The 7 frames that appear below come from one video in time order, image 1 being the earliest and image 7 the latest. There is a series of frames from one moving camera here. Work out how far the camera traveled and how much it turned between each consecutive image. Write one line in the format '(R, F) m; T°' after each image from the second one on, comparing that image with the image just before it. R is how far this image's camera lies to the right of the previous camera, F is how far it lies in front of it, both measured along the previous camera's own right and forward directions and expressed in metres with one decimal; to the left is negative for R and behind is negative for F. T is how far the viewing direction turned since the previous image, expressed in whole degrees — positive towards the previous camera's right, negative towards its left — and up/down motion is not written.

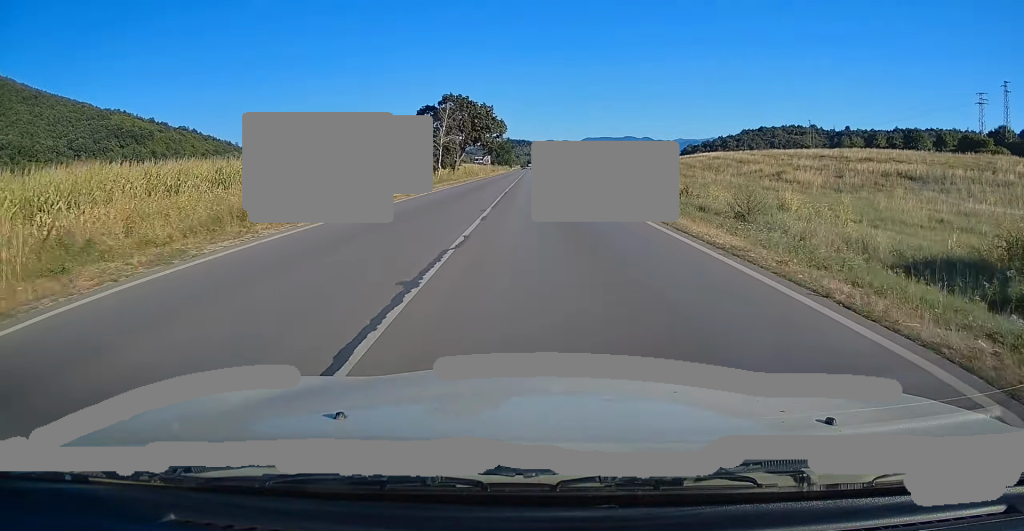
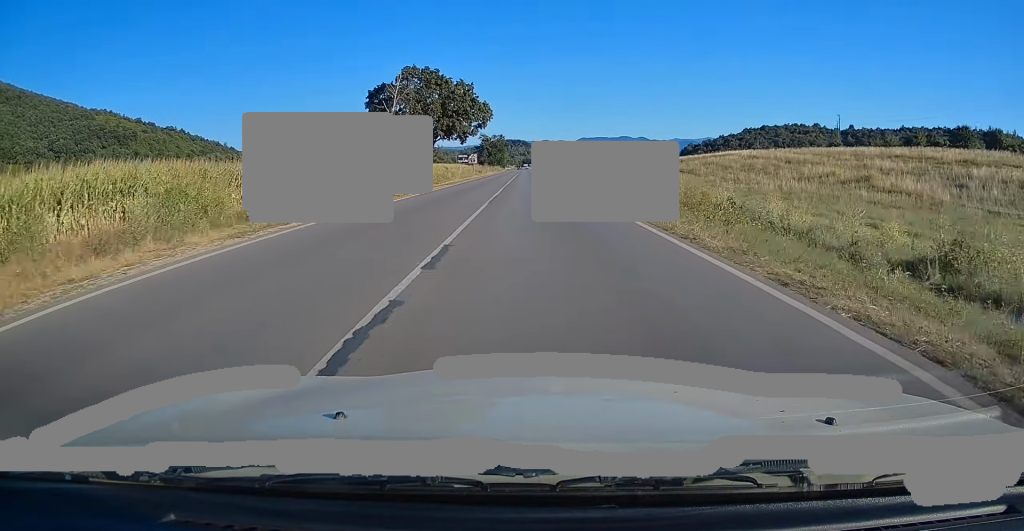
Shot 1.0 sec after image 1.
(+0.2, +24.1) m; +1°
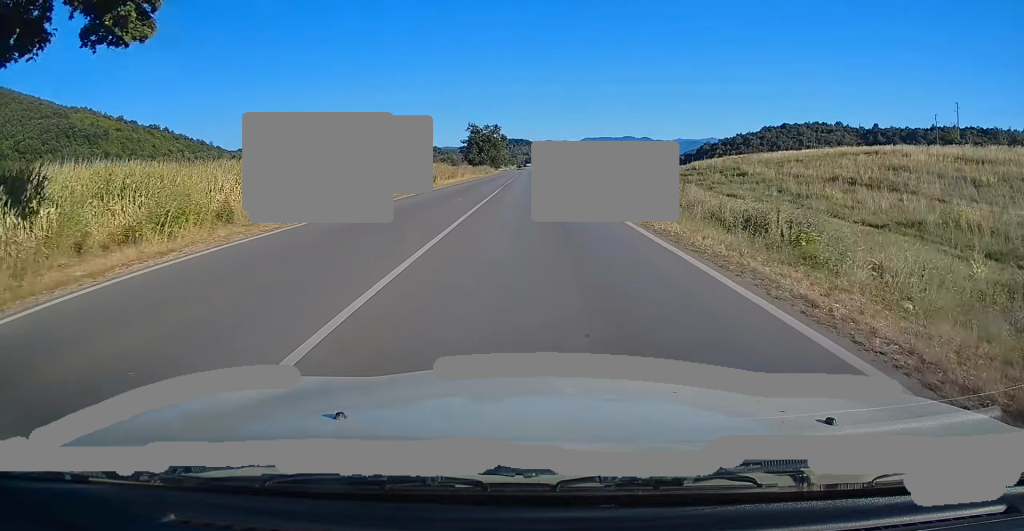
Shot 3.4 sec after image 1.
(-0.2, +56.0) m; -1°
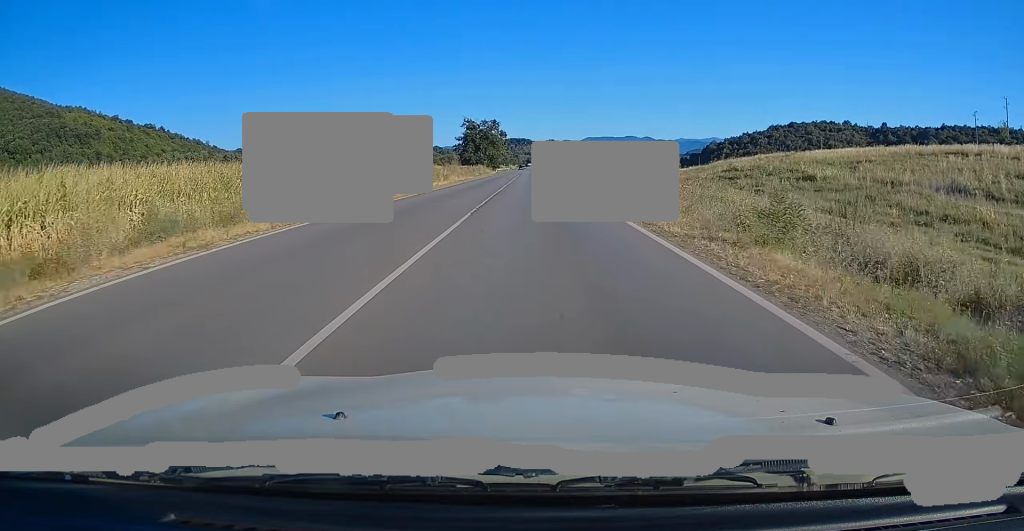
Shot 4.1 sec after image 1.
(+0.1, +16.3) m; 0°
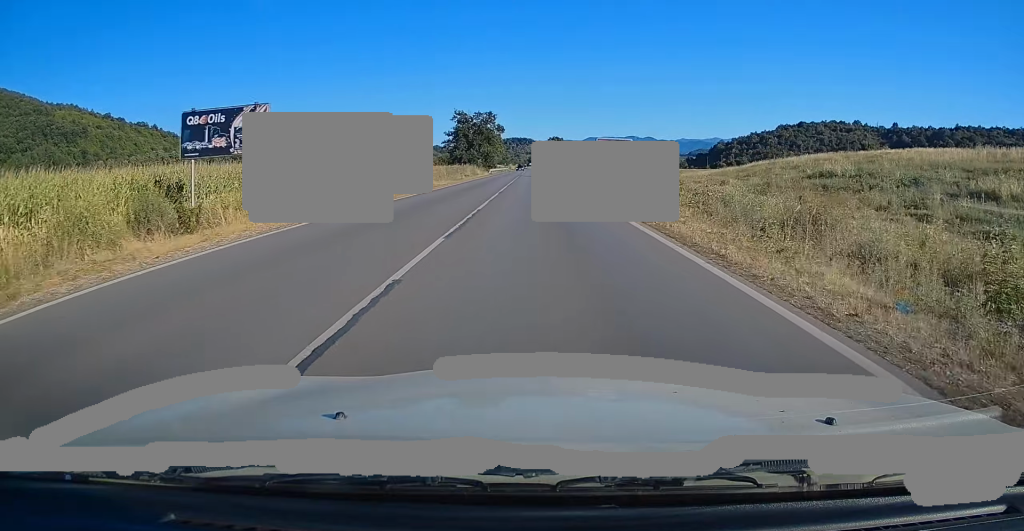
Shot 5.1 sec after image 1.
(-0.1, +22.5) m; 0°
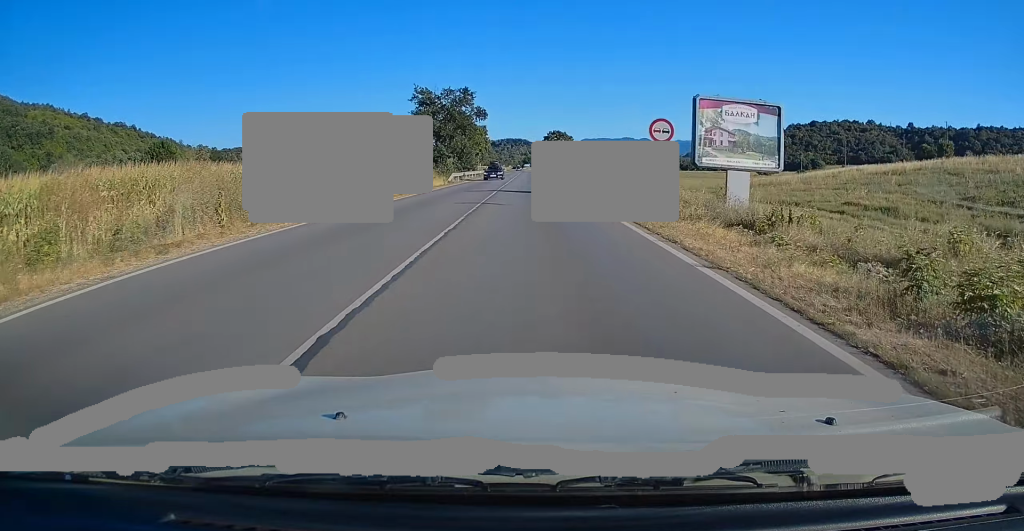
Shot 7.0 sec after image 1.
(+0.5, +43.4) m; +1°
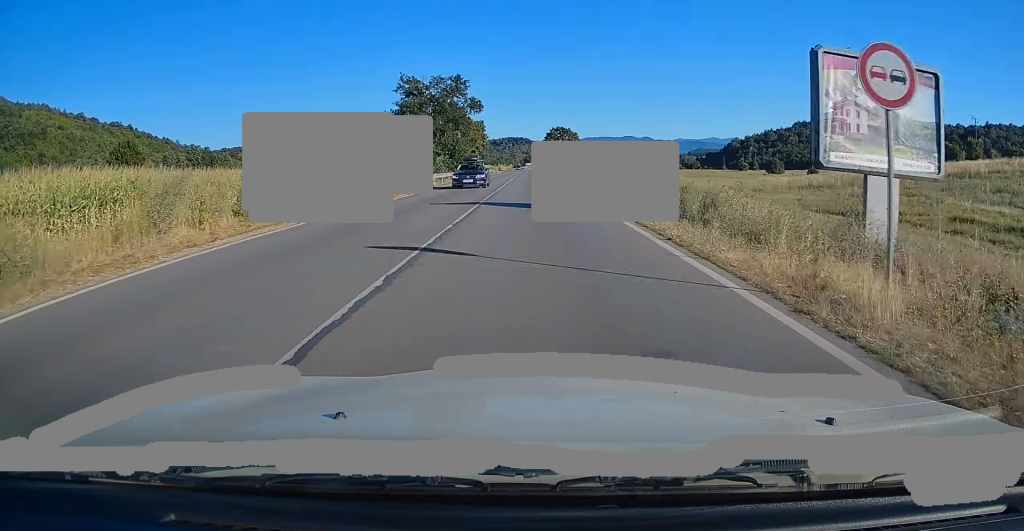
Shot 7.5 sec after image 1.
(+0.1, +11.7) m; 0°
